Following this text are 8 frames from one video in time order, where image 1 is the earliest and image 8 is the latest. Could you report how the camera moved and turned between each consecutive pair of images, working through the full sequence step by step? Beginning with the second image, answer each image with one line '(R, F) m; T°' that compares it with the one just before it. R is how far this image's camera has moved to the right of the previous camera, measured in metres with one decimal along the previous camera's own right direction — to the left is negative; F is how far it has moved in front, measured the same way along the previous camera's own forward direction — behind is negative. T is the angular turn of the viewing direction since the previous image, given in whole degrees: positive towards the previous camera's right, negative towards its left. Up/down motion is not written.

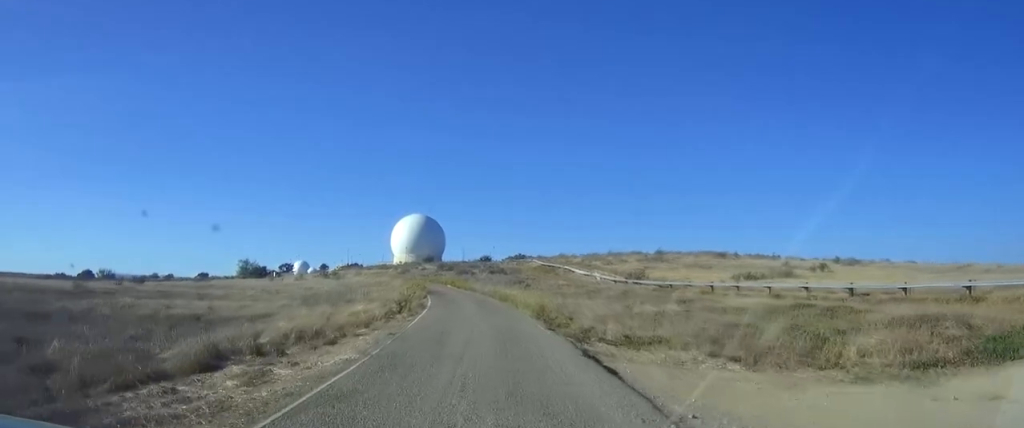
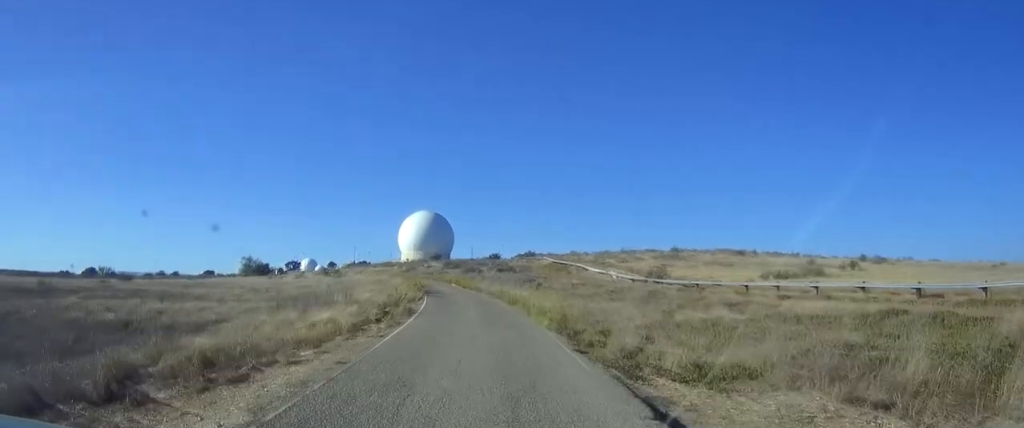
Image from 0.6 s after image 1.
(+0.1, +5.7) m; 0°
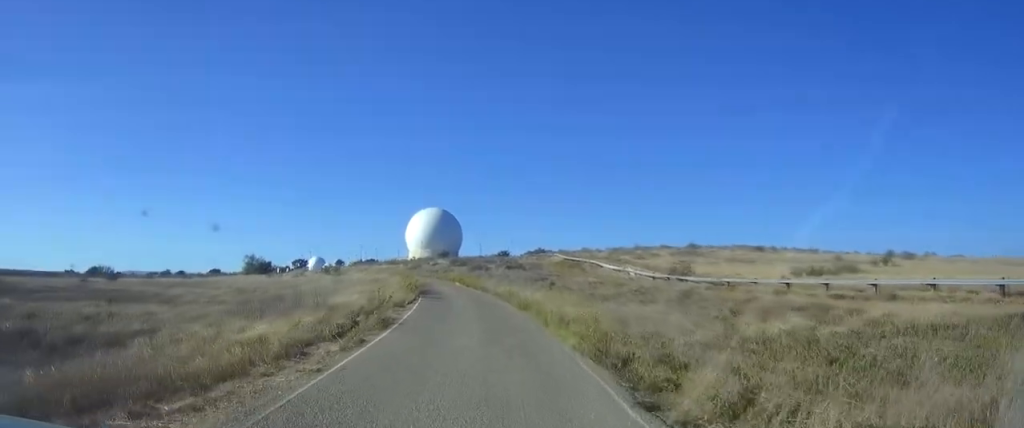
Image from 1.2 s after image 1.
(-0.1, +5.5) m; -1°
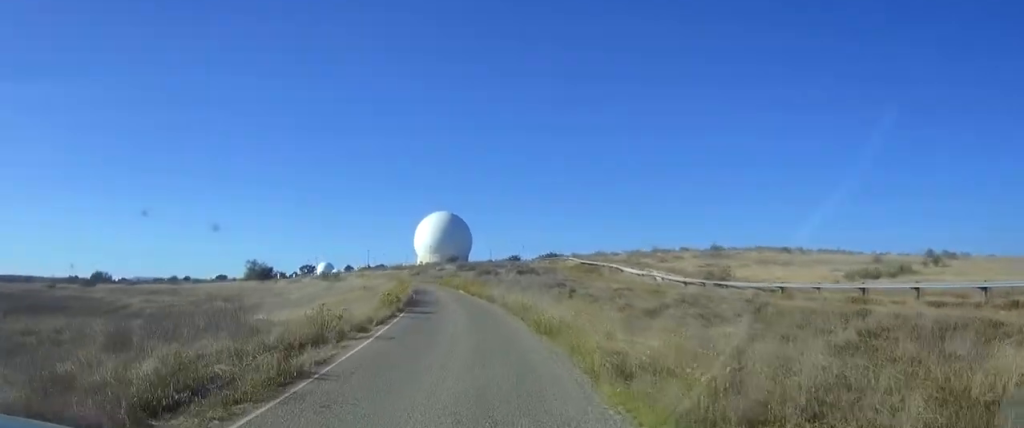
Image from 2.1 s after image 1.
(-0.1, +7.9) m; -2°
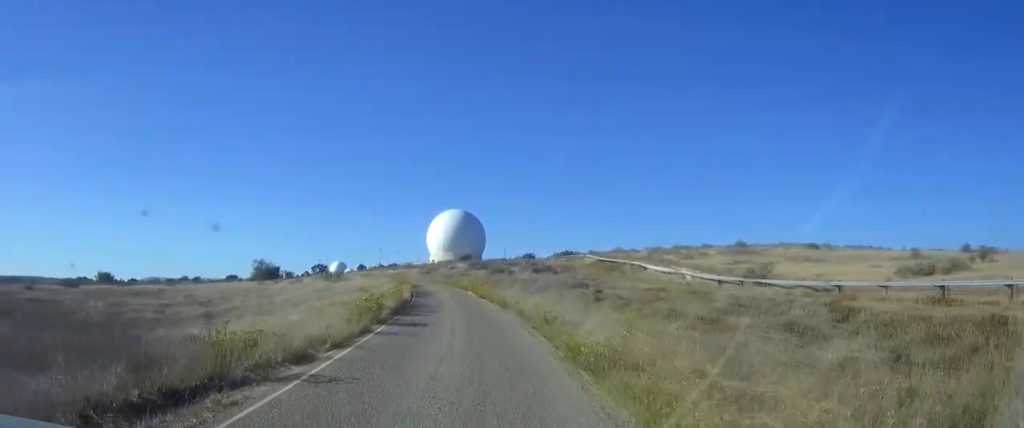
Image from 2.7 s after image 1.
(-0.1, +5.8) m; -1°
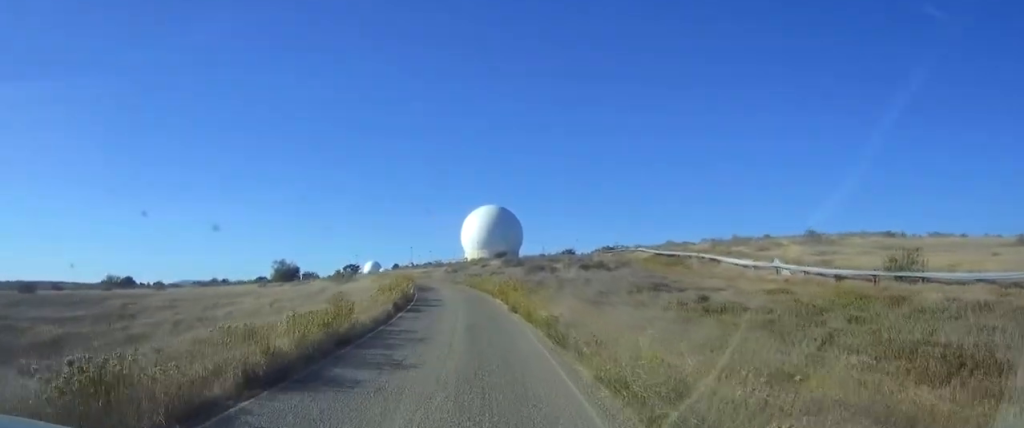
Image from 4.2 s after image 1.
(-0.5, +14.5) m; -4°
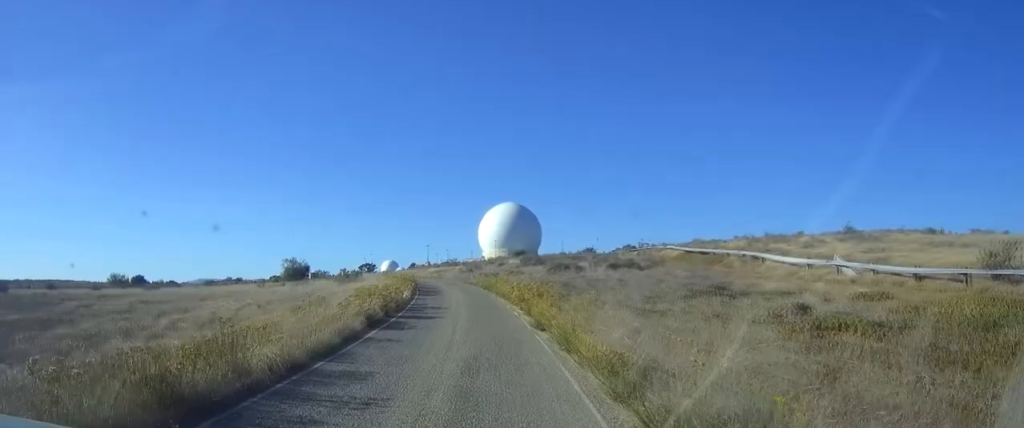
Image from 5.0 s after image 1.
(-0.1, +6.7) m; -1°
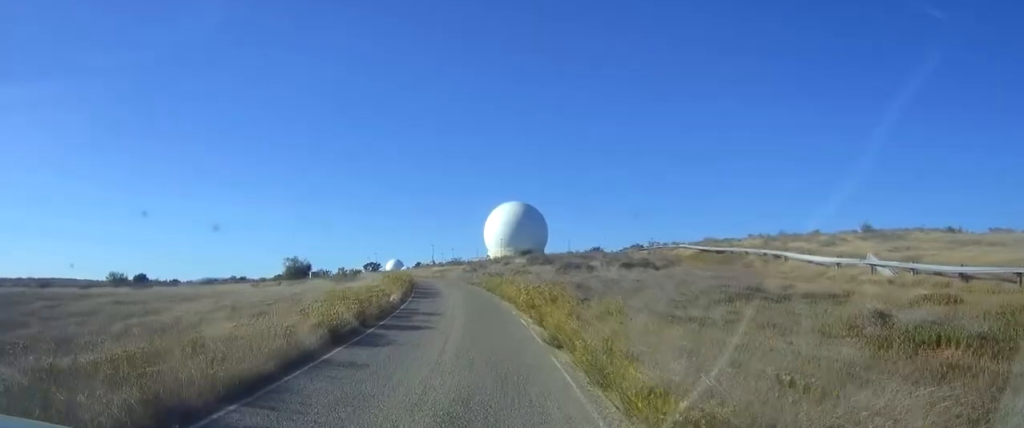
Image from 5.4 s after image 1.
(0.0, +3.6) m; -1°
